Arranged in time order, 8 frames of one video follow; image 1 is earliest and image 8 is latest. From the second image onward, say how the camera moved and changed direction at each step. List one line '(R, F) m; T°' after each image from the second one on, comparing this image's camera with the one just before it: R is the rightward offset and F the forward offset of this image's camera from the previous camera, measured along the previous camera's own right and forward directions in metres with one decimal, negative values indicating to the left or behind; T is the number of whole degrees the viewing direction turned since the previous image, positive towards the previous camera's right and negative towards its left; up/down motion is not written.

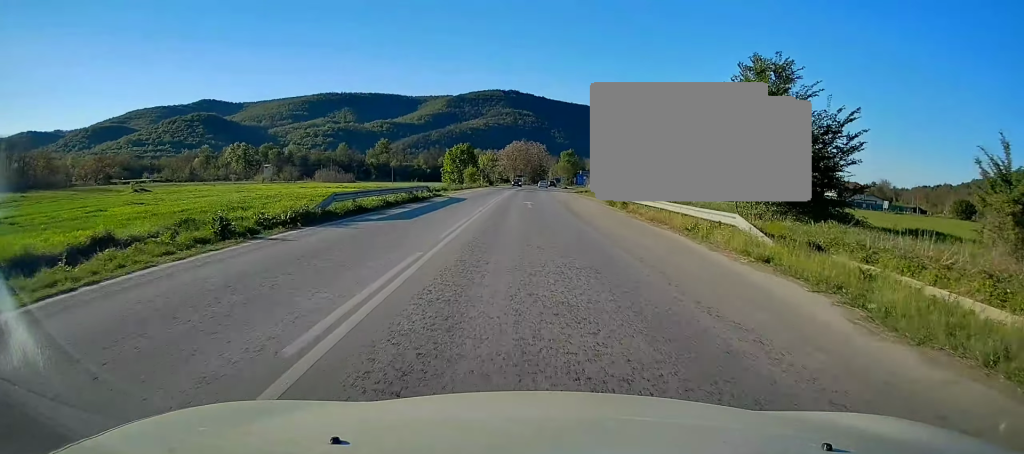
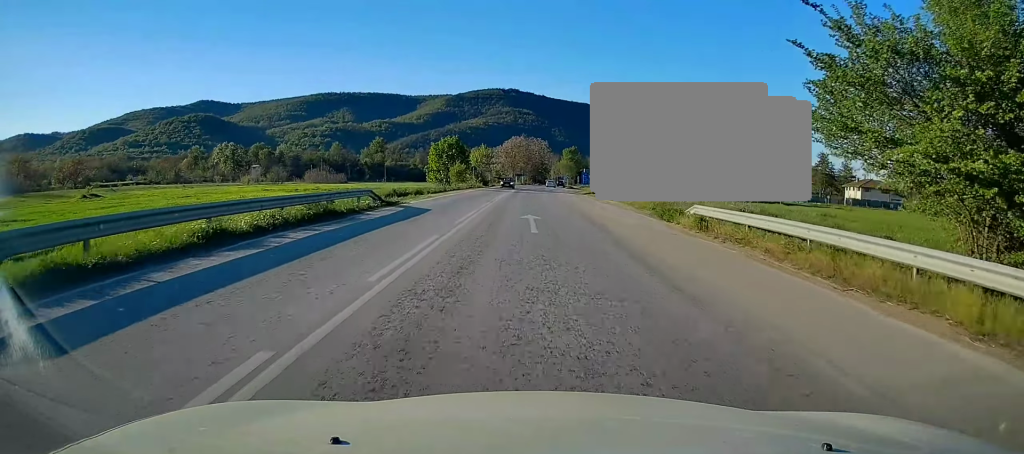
(+0.1, +14.8) m; 0°
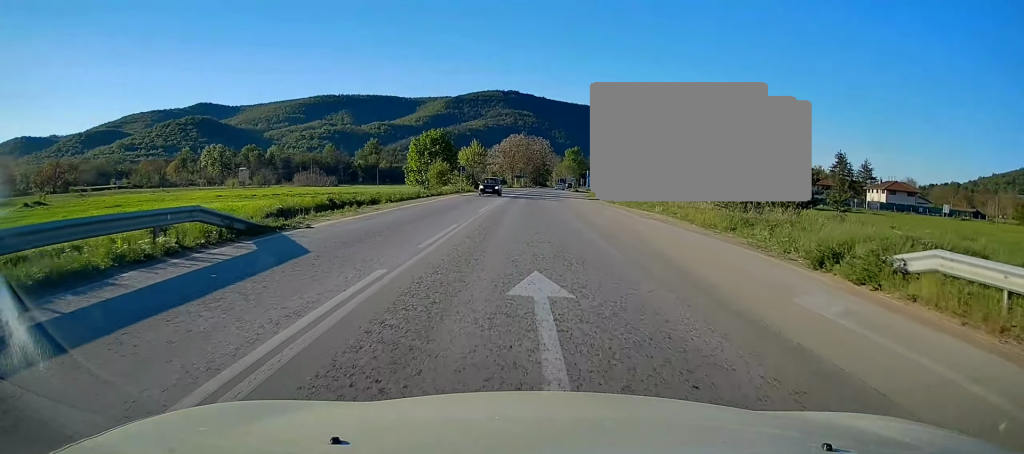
(0.0, +13.9) m; 0°
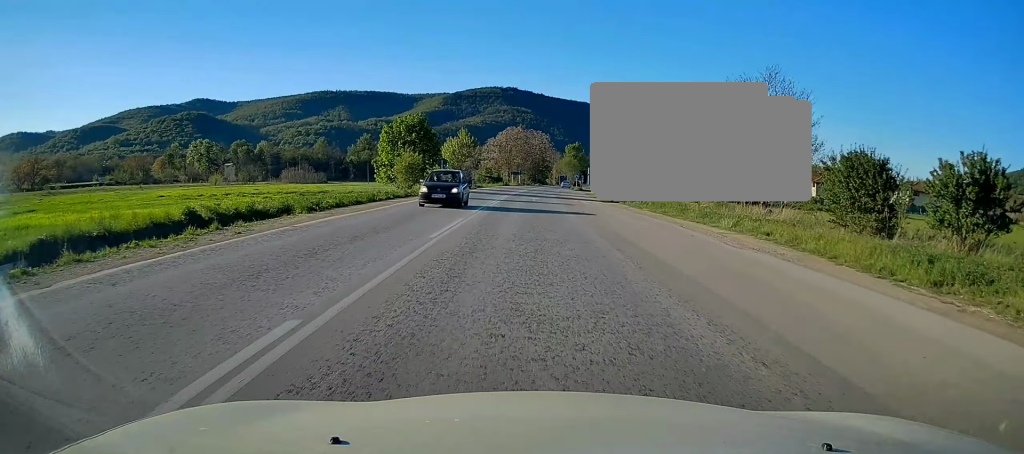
(0.0, +12.4) m; 0°
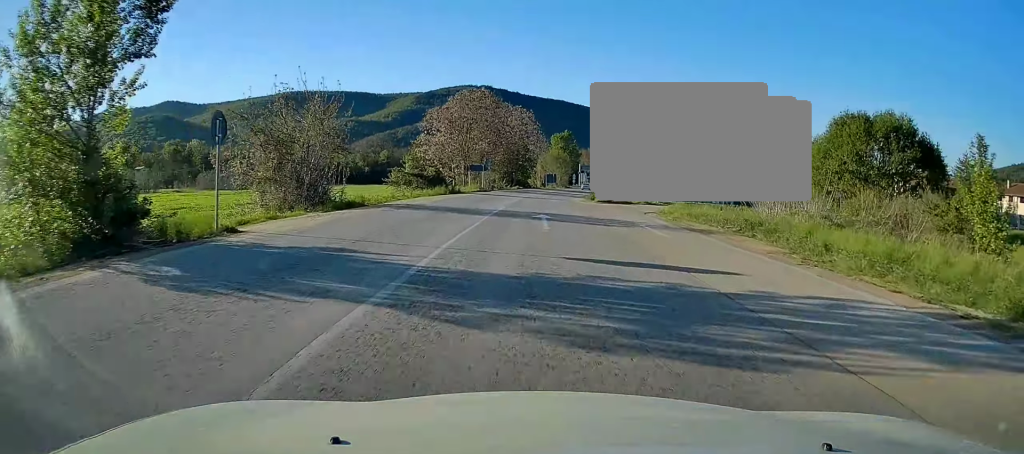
(+0.5, +53.7) m; +2°
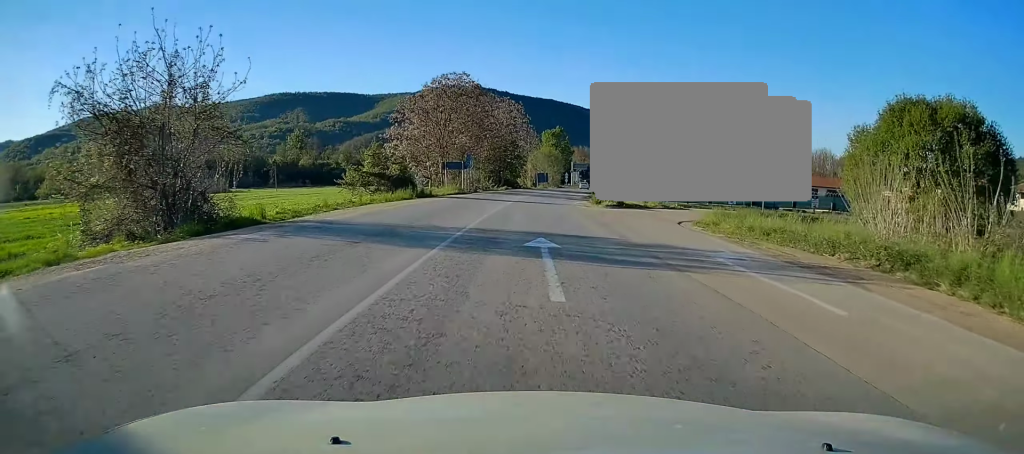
(0.0, +10.1) m; +1°
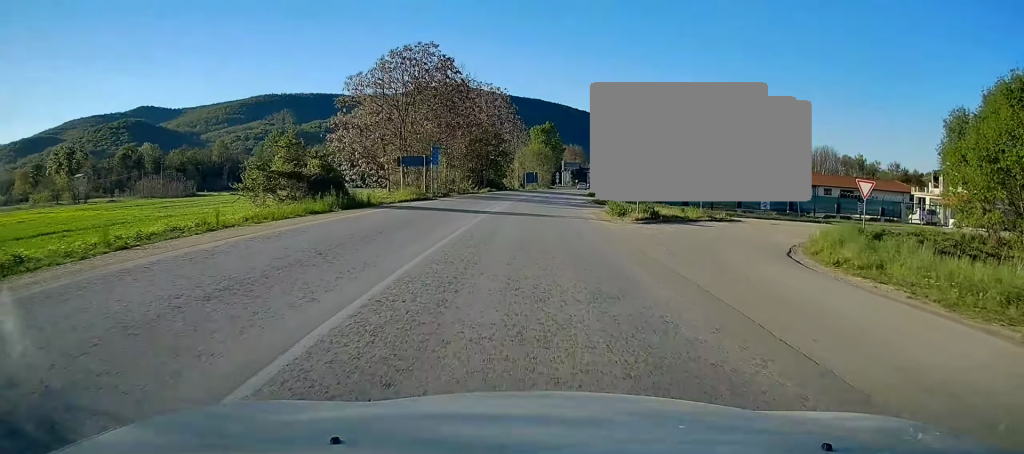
(+0.1, +13.2) m; +1°
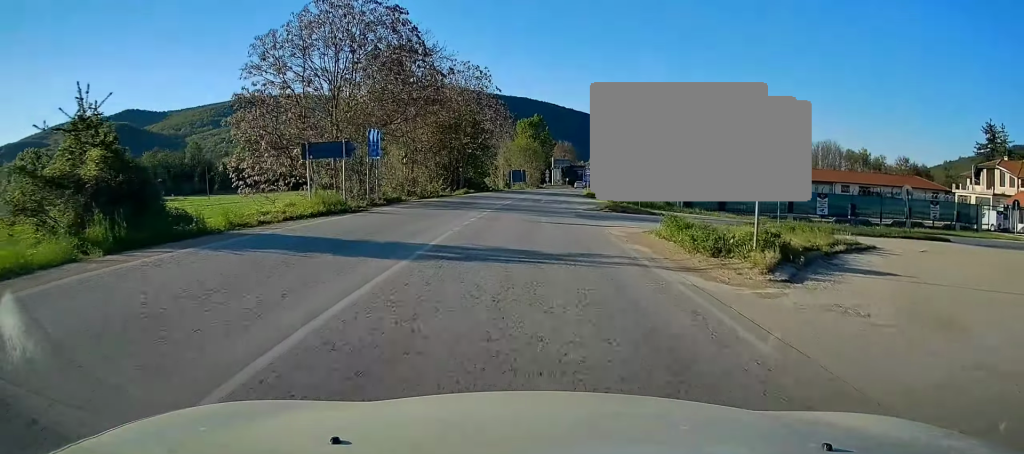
(+0.1, +13.7) m; +1°
